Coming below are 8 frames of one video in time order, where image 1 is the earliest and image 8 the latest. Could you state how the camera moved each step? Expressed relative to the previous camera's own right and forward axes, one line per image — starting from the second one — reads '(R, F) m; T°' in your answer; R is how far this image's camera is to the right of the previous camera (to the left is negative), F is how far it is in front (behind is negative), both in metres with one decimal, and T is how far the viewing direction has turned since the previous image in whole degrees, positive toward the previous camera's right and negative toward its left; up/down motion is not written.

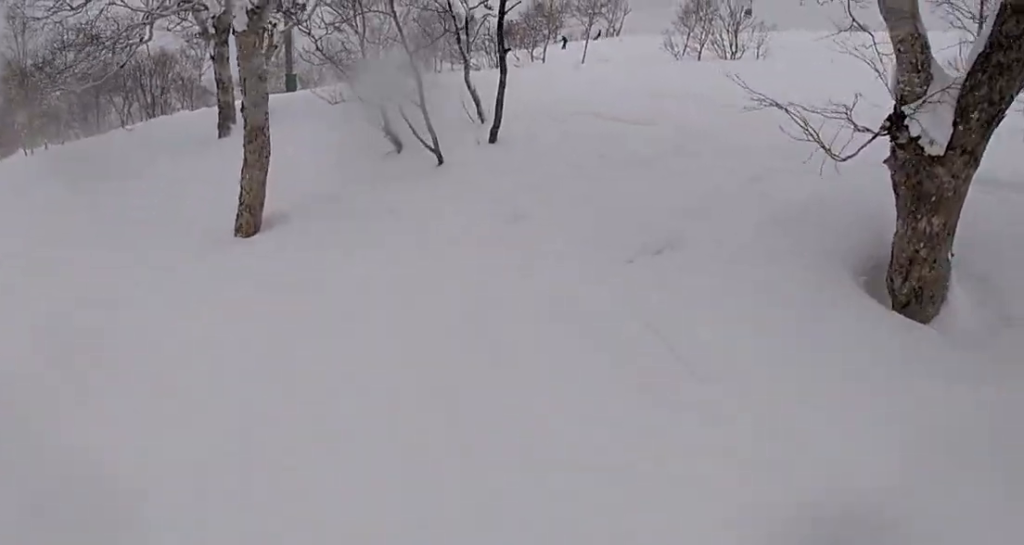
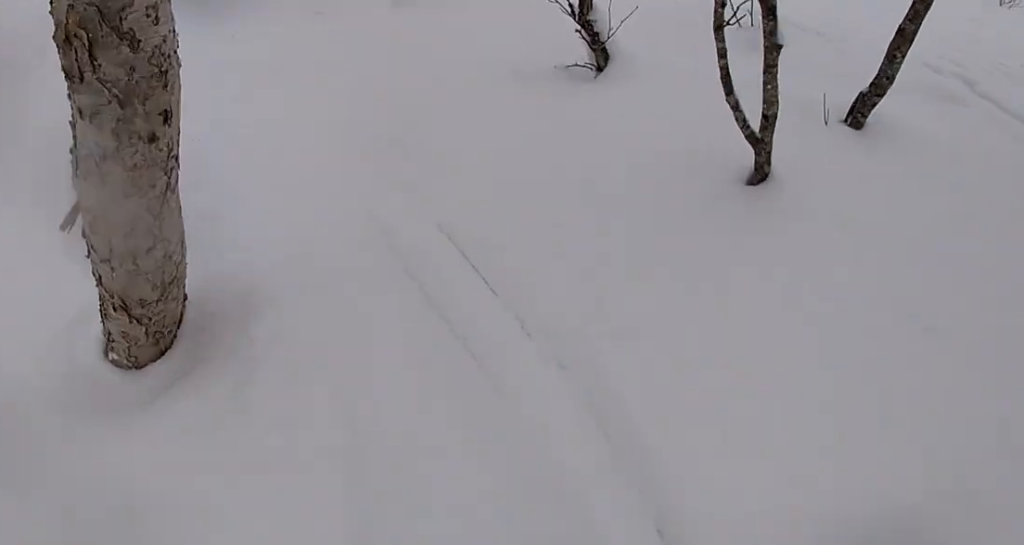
(+1.3, +4.5) m; +17°
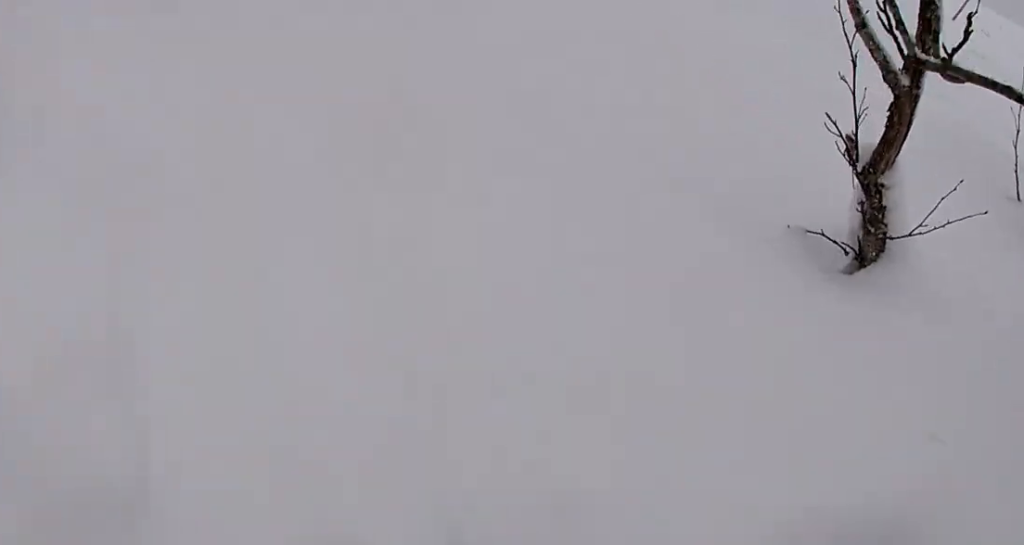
(0.0, +1.8) m; +1°
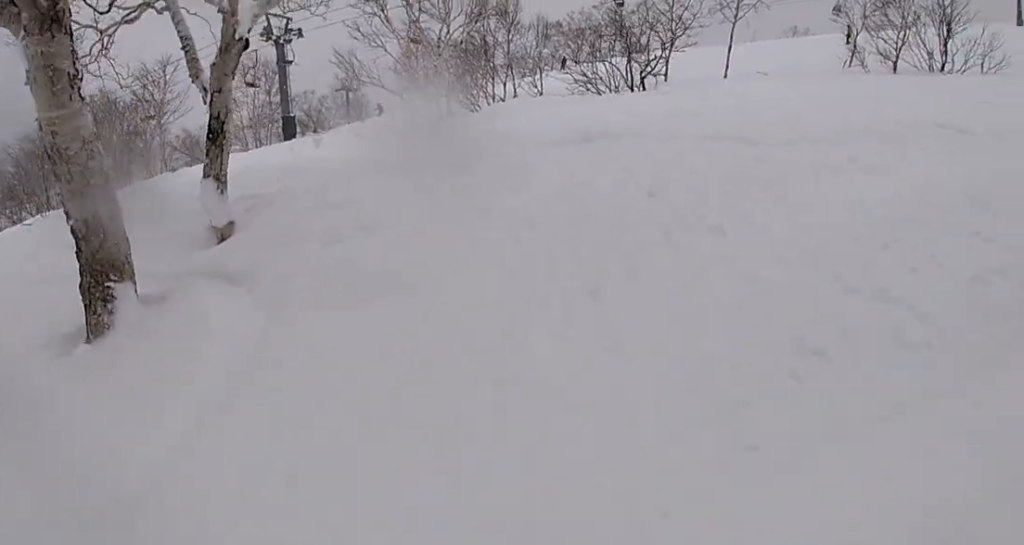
(0.0, +4.6) m; -3°
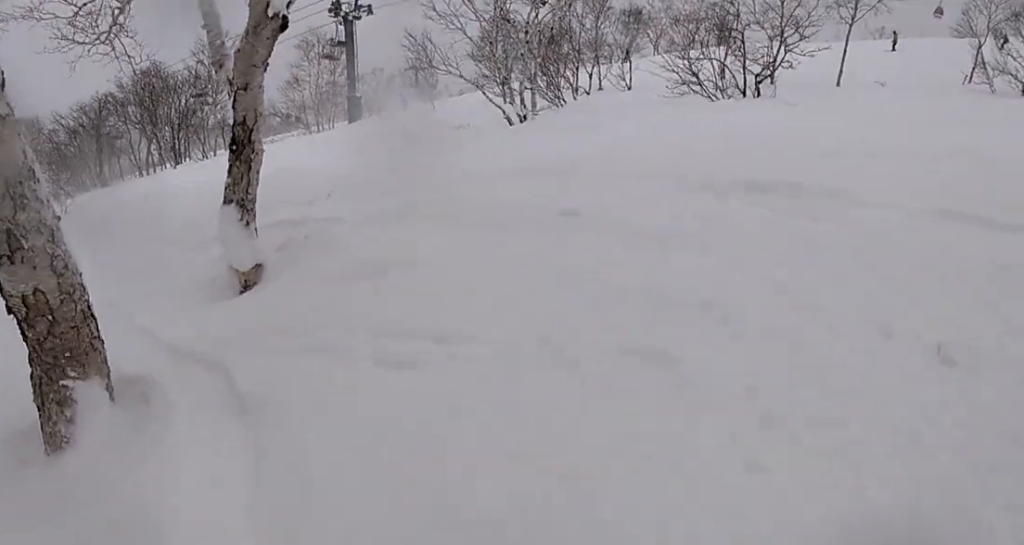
(-0.1, +1.9) m; -17°
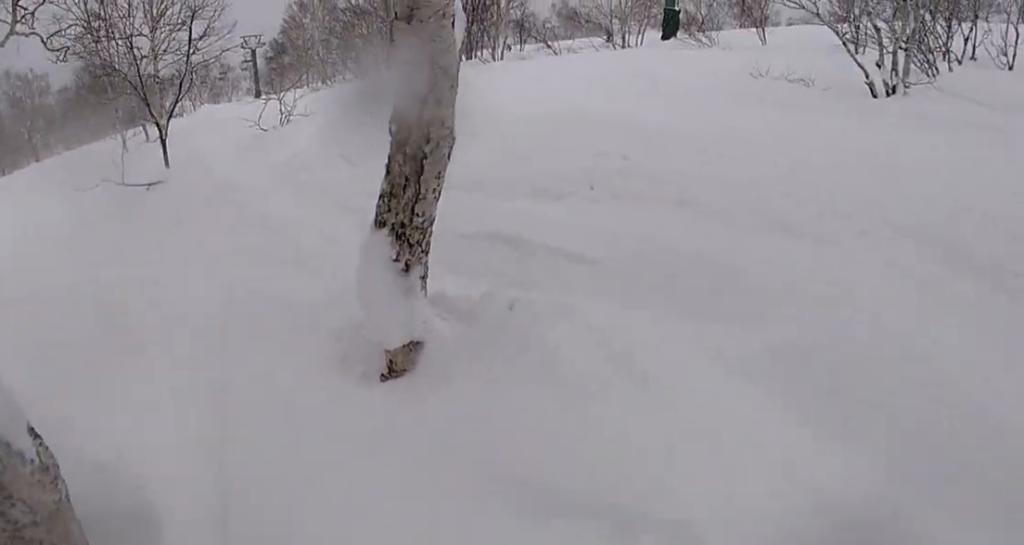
(-1.3, +3.3) m; -33°
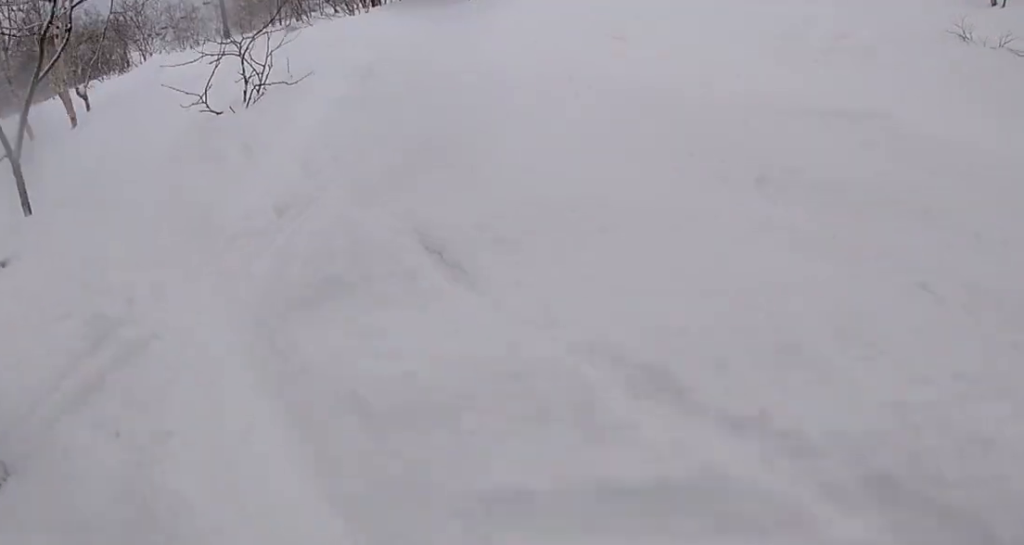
(+0.2, +4.1) m; +25°
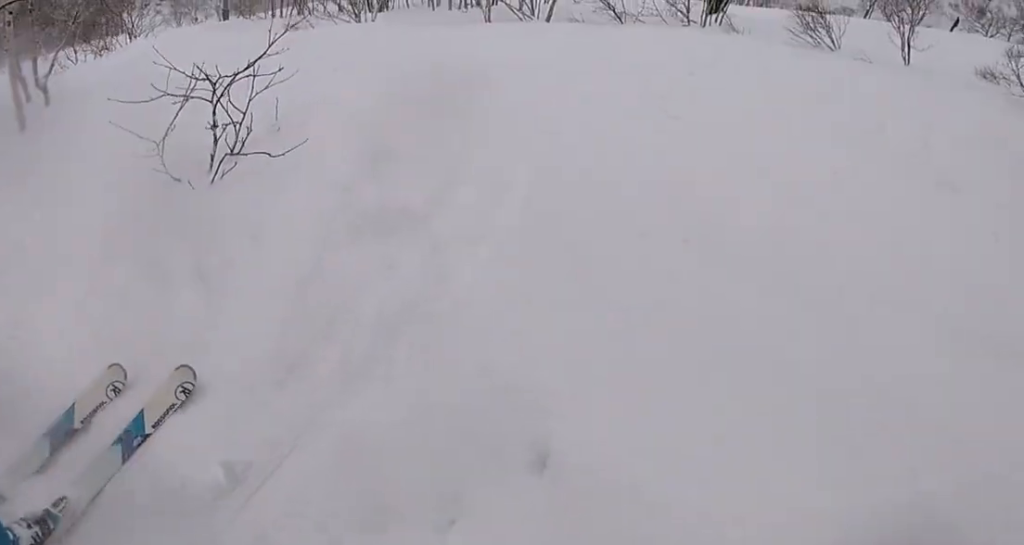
(+0.3, +1.3) m; +15°
